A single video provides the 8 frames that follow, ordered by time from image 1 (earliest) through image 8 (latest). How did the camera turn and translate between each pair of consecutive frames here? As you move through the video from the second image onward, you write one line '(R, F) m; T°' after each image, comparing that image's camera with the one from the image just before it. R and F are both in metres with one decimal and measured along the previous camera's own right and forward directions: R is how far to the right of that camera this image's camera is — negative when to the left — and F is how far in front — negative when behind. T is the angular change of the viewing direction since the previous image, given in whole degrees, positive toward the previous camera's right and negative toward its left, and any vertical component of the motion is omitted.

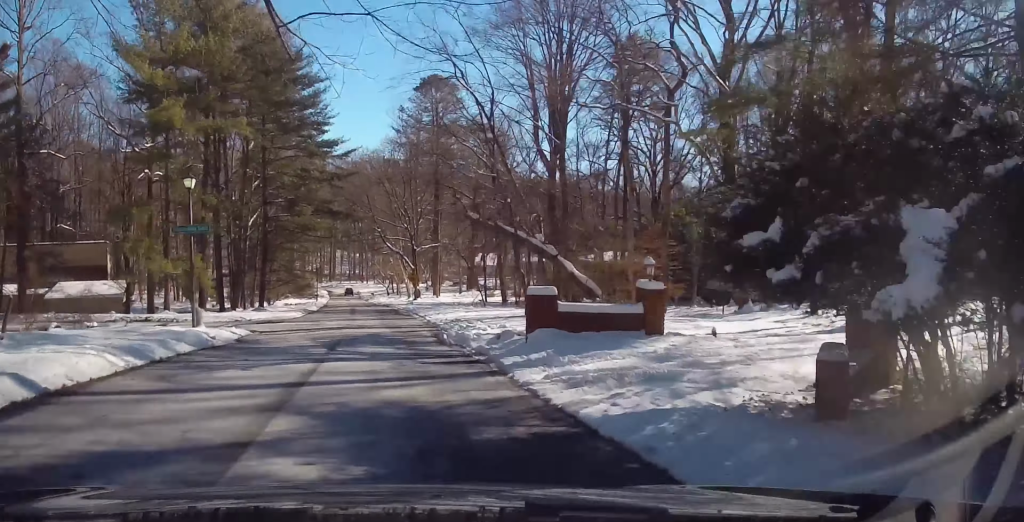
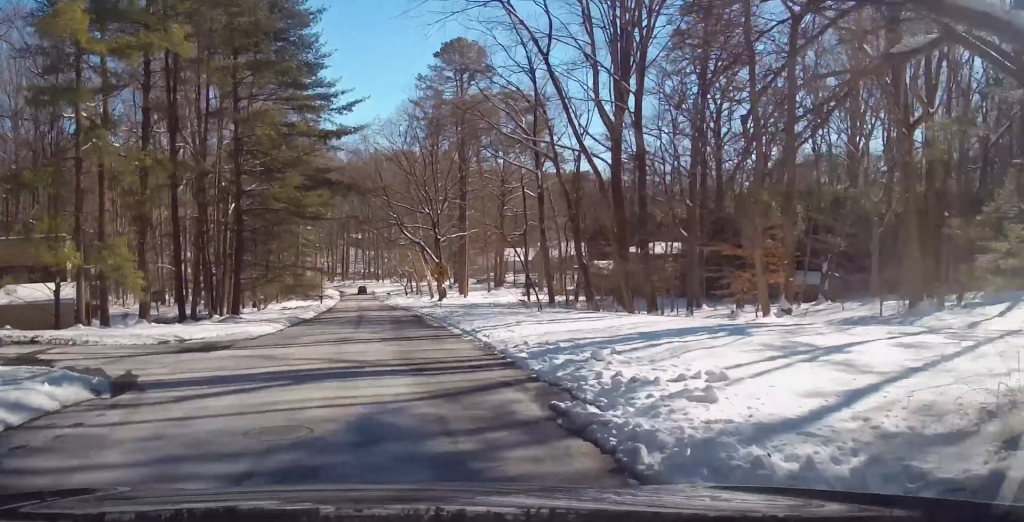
(0.0, +13.8) m; -2°
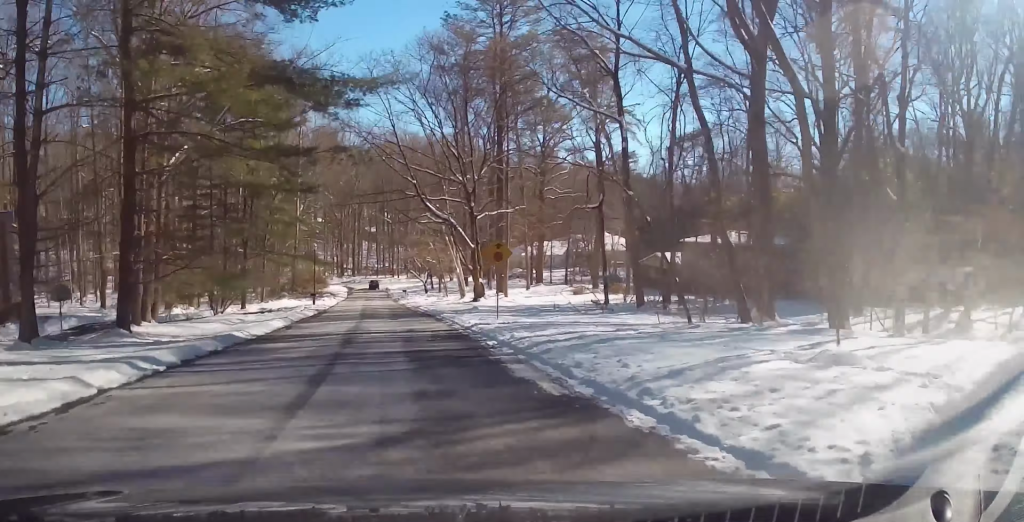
(-0.5, +18.1) m; -3°
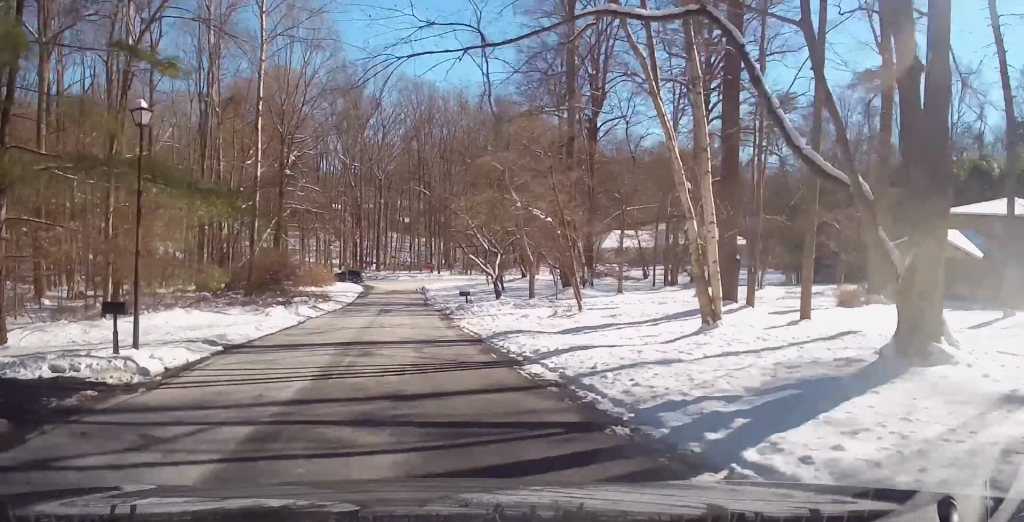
(-1.5, +39.9) m; -3°
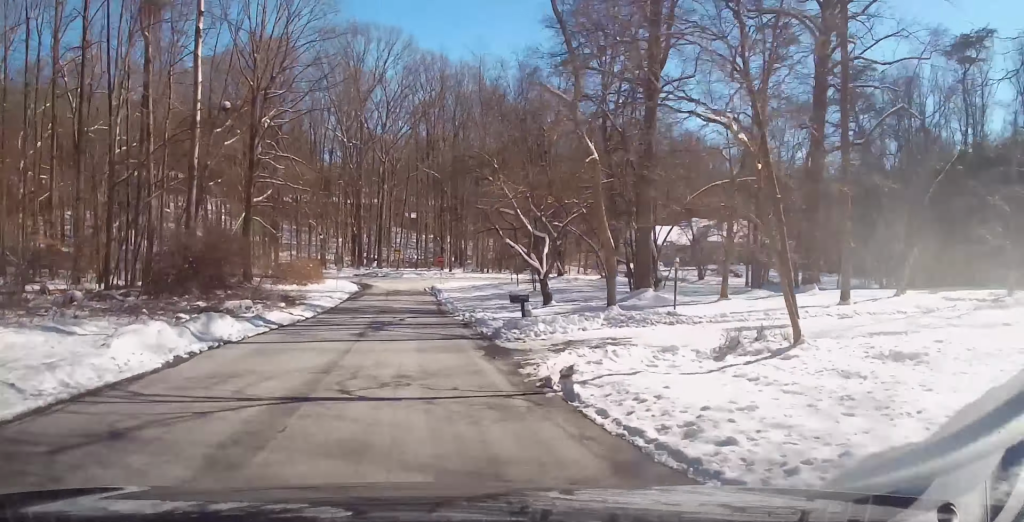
(0.0, +14.2) m; -1°
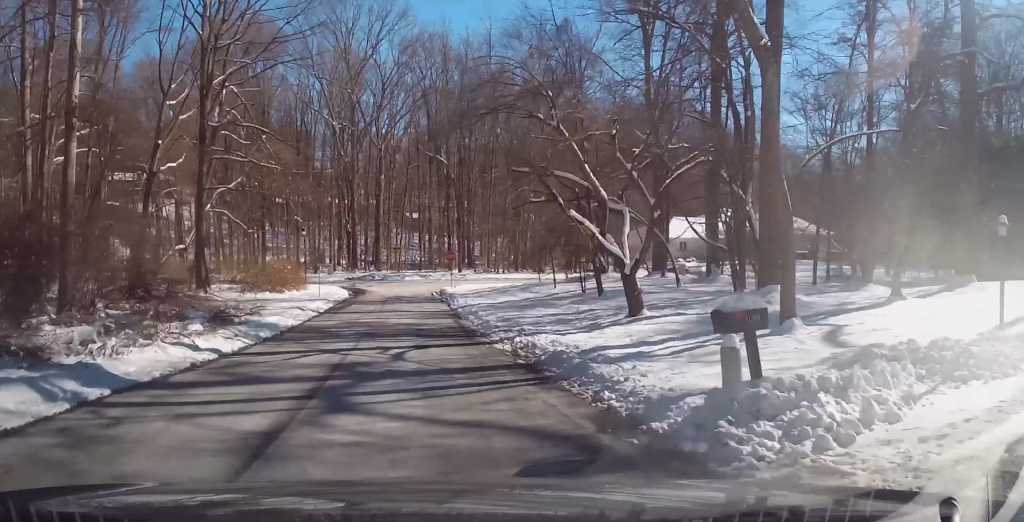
(-0.3, +11.1) m; -1°
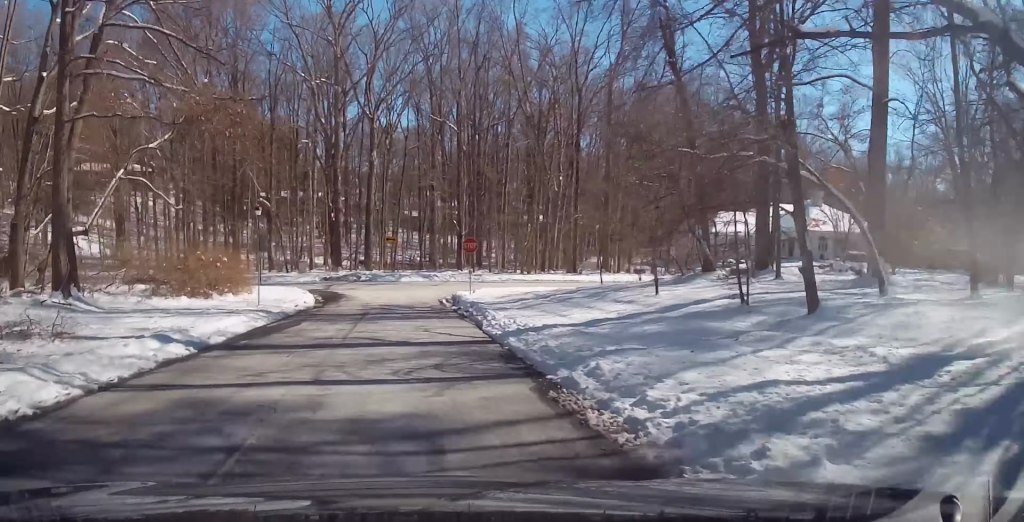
(0.0, +14.2) m; 0°
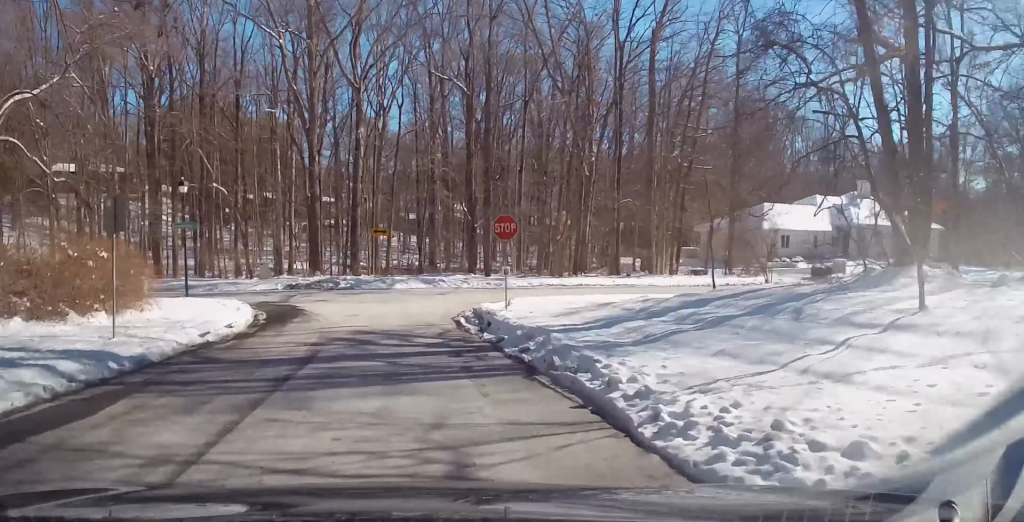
(+0.1, +10.8) m; -1°
